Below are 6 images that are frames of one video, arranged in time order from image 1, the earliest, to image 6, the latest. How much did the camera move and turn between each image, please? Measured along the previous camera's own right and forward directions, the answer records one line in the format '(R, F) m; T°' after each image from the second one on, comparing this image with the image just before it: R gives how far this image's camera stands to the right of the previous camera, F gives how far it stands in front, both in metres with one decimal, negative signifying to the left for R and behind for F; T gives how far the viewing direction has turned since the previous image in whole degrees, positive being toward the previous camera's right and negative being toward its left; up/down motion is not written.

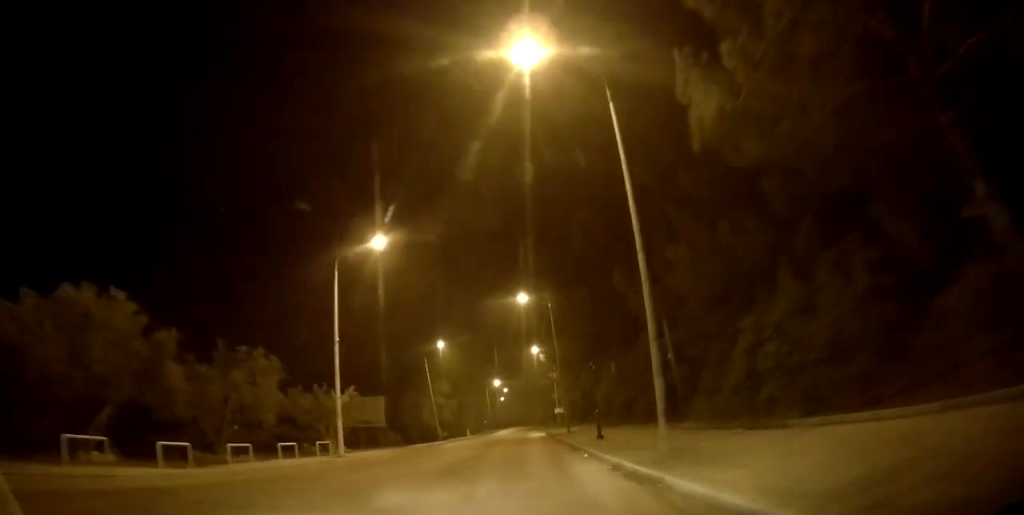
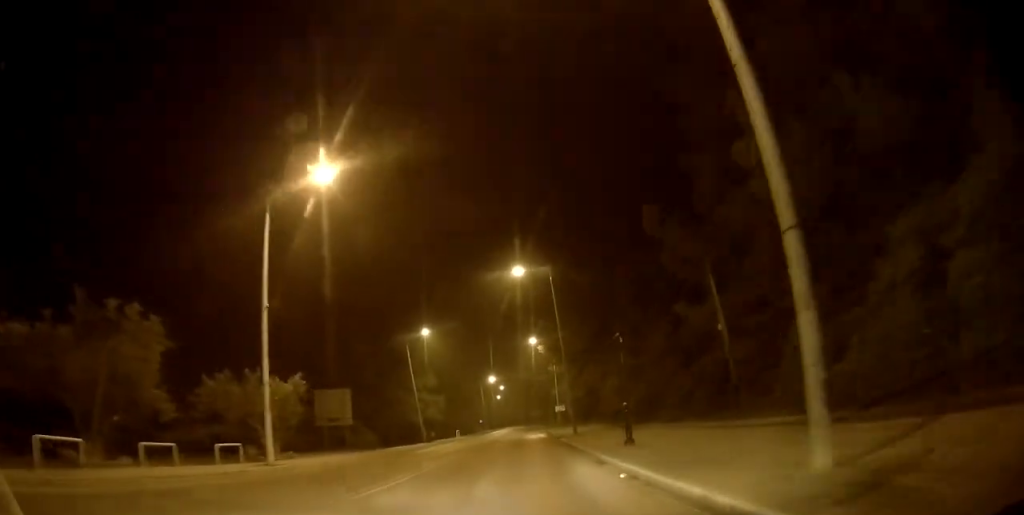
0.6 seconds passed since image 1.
(-0.1, +7.7) m; 0°
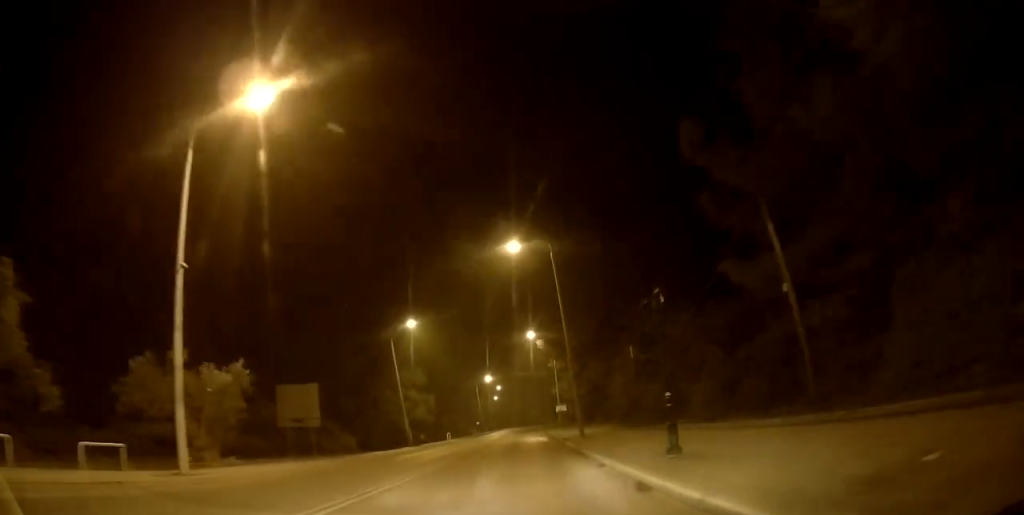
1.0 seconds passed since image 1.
(+0.1, +5.6) m; +1°
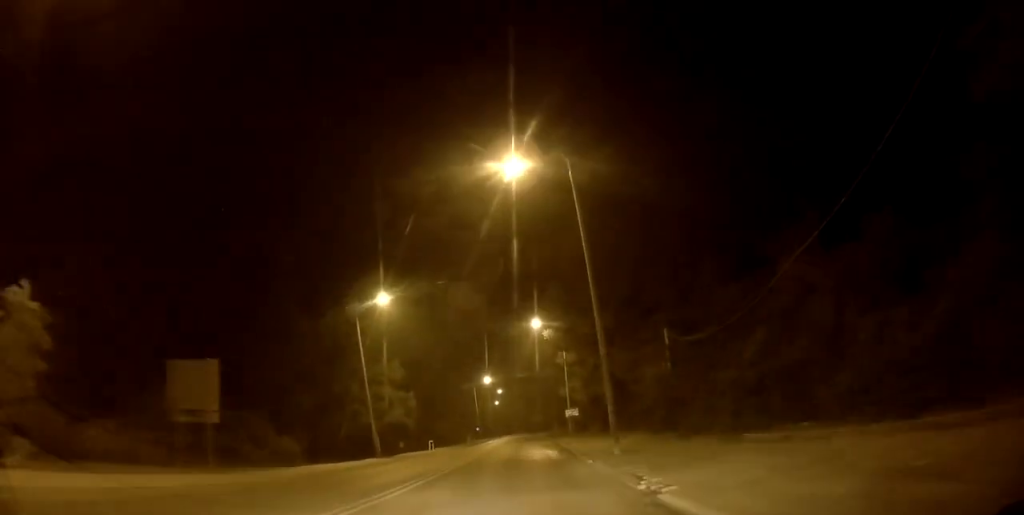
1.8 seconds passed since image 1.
(+0.1, +11.0) m; +1°
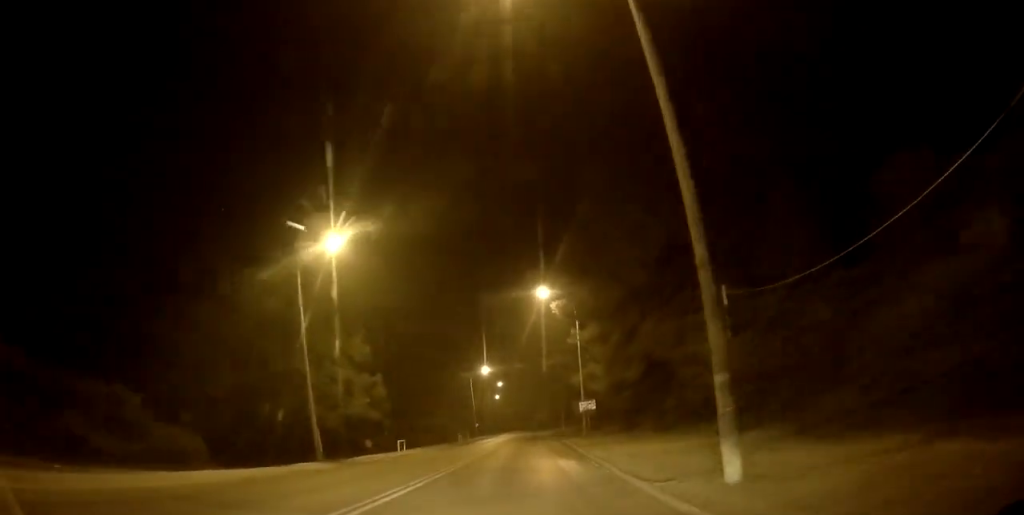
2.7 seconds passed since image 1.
(+0.1, +10.8) m; +1°
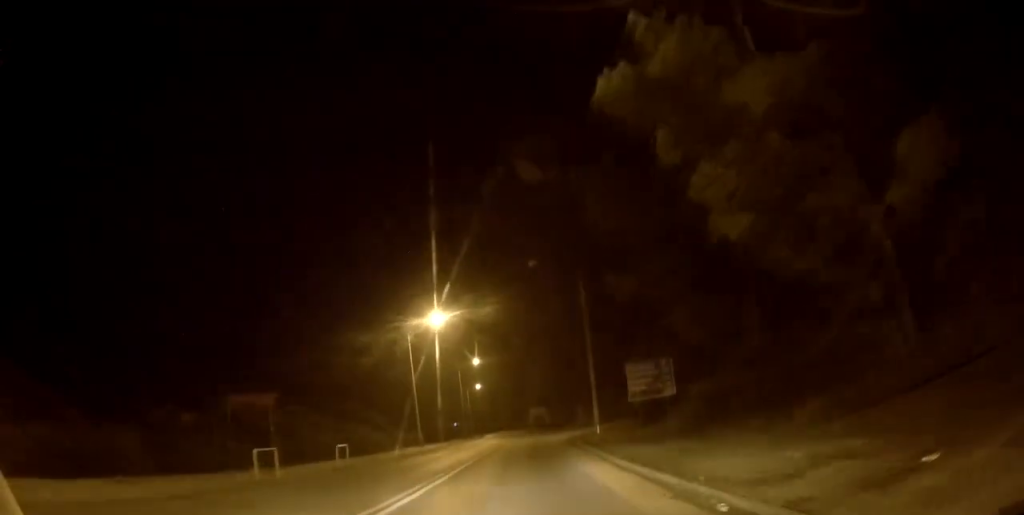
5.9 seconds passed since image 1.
(-0.3, +40.5) m; -1°
